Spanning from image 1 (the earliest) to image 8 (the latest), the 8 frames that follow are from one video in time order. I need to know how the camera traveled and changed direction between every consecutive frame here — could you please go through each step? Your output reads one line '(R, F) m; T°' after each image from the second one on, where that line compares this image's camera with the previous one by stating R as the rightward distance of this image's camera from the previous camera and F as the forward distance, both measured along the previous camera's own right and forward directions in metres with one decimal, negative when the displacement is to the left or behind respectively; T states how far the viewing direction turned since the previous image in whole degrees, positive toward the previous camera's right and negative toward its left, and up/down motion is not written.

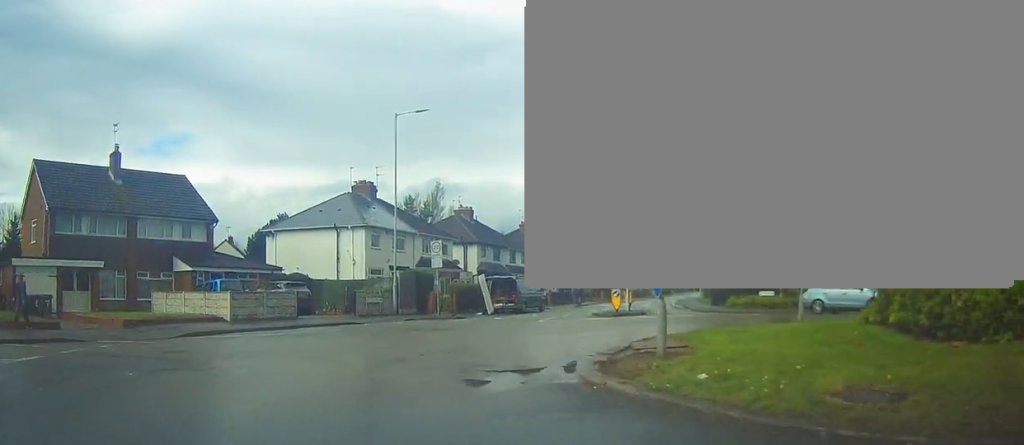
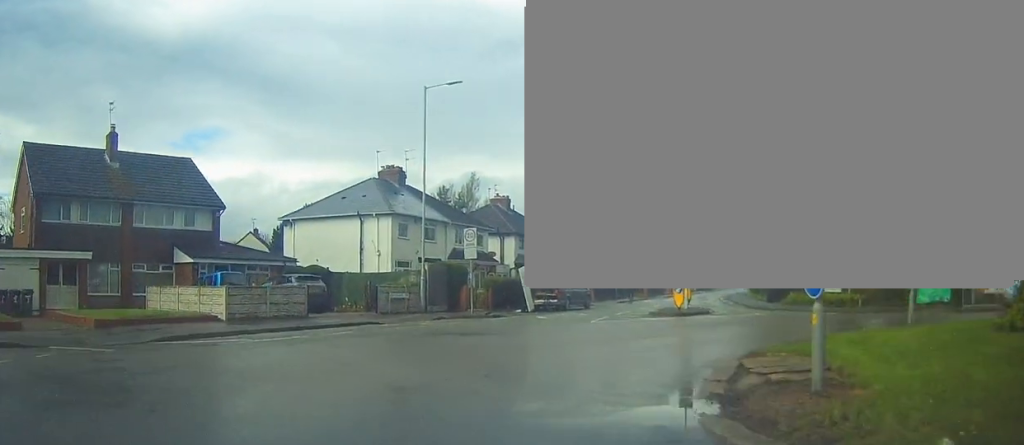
(-0.3, +3.9) m; -3°
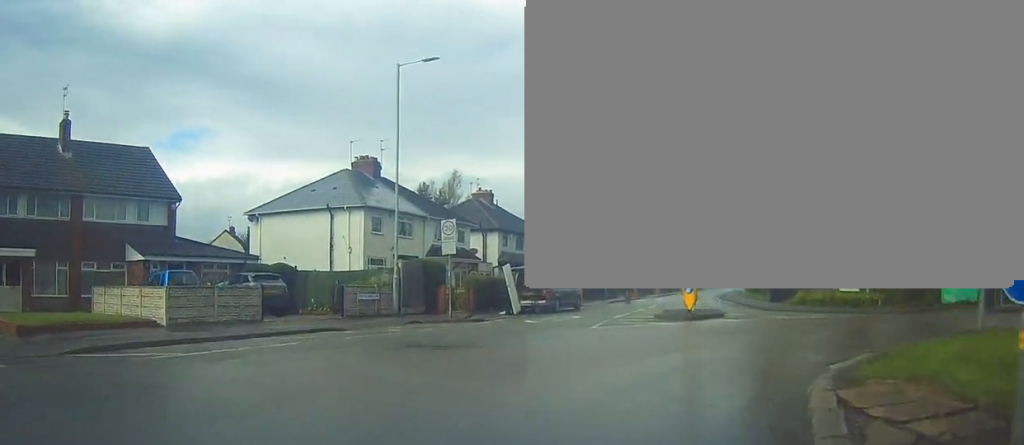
(0.0, +3.2) m; +5°
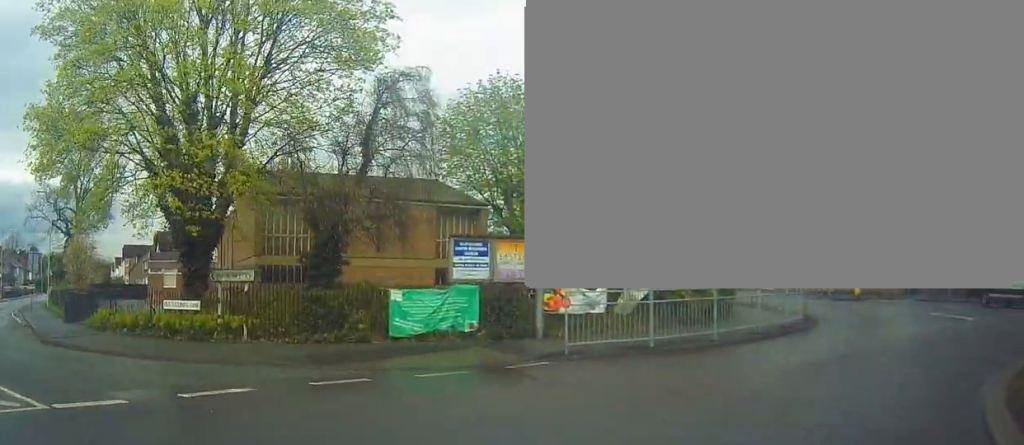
(+5.6, +12.4) m; +56°
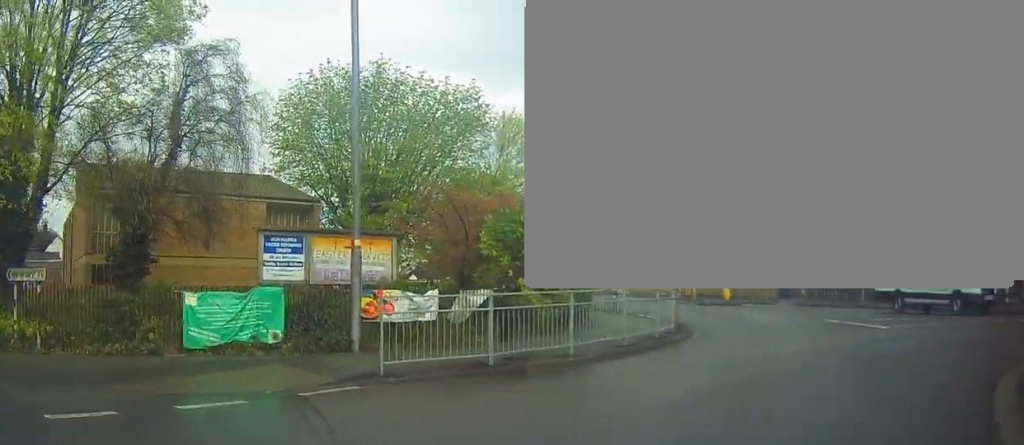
(+0.2, +2.5) m; +11°
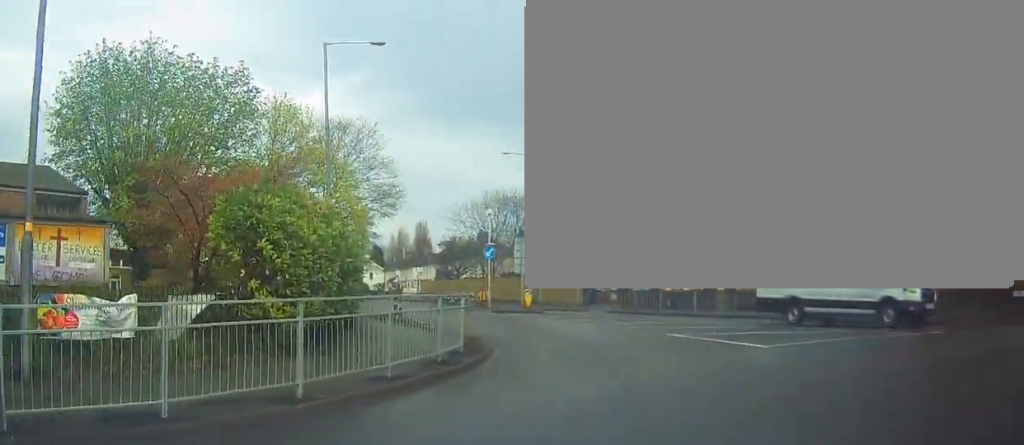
(+0.5, +4.0) m; +12°
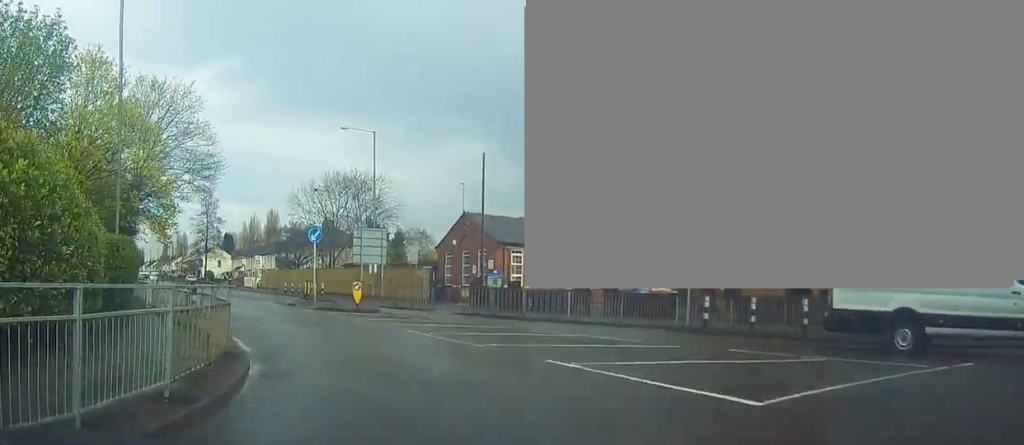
(+0.8, +5.9) m; +10°
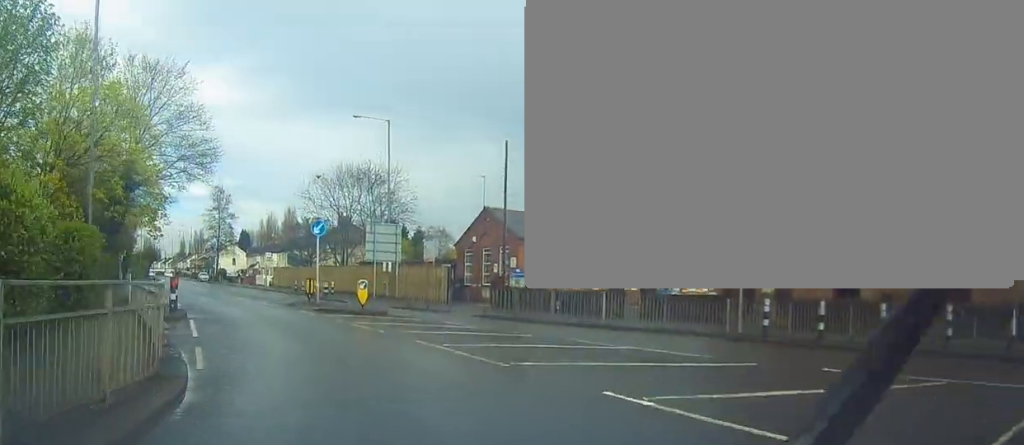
(+0.1, +2.9) m; 0°
